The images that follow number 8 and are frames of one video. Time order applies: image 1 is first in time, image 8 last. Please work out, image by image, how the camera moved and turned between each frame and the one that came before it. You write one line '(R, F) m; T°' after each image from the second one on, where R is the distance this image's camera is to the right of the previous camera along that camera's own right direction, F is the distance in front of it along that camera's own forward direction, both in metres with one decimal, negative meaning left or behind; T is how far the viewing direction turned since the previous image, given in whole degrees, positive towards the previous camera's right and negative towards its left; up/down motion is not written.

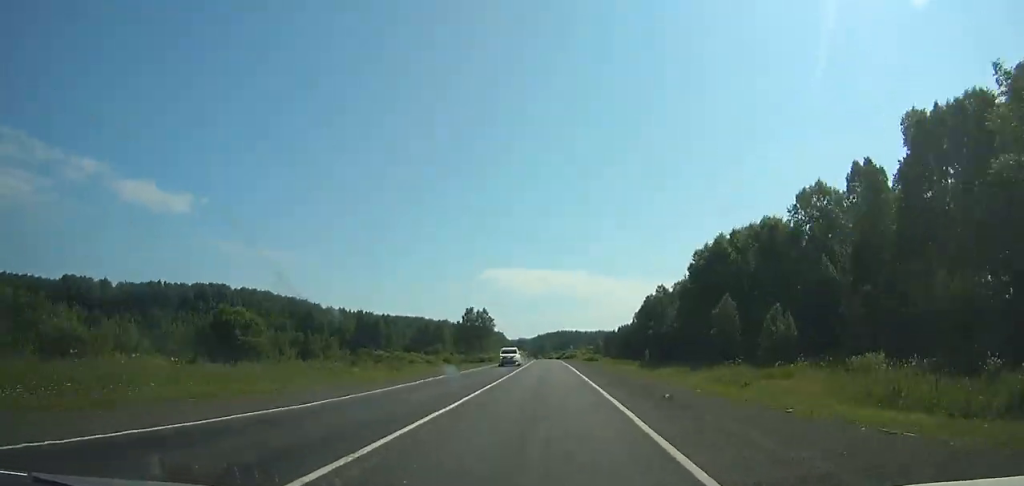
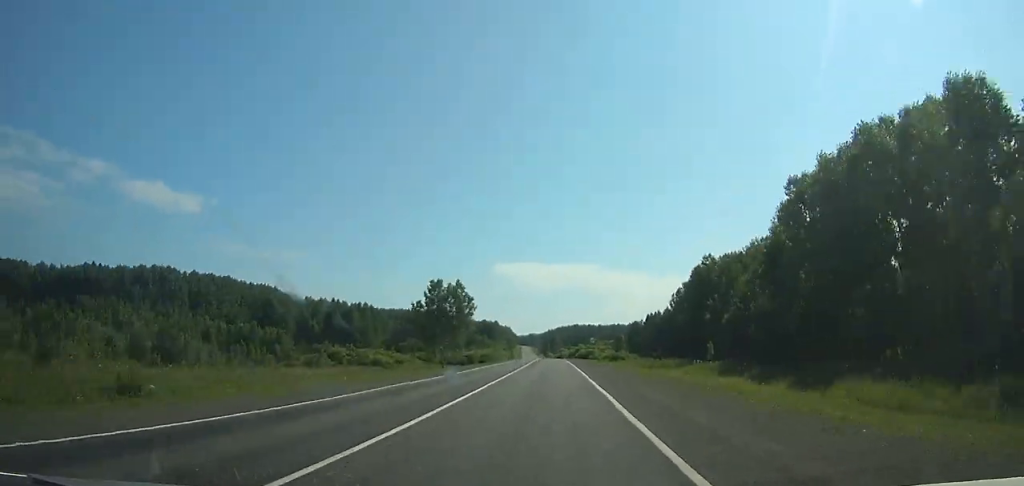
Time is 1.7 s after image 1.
(-0.1, +47.0) m; -1°
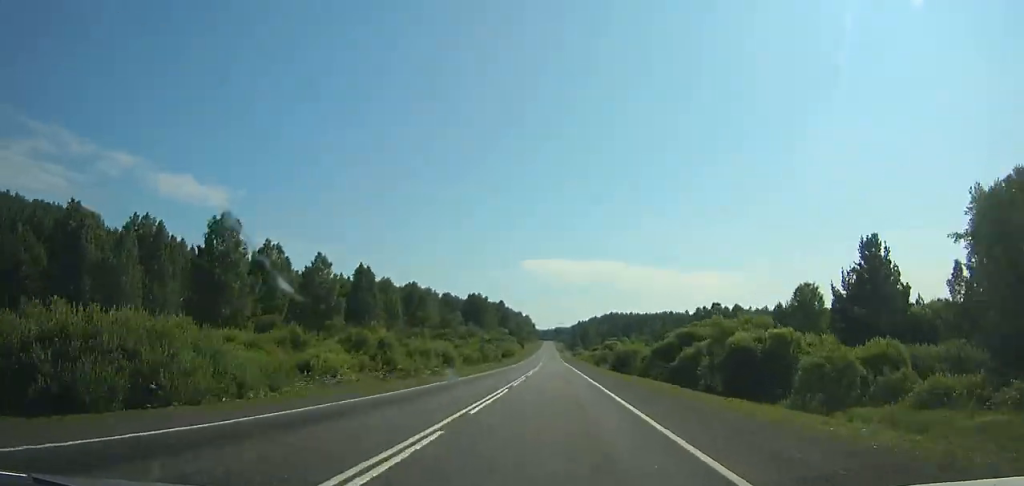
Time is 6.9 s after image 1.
(-4.6, +142.2) m; -3°
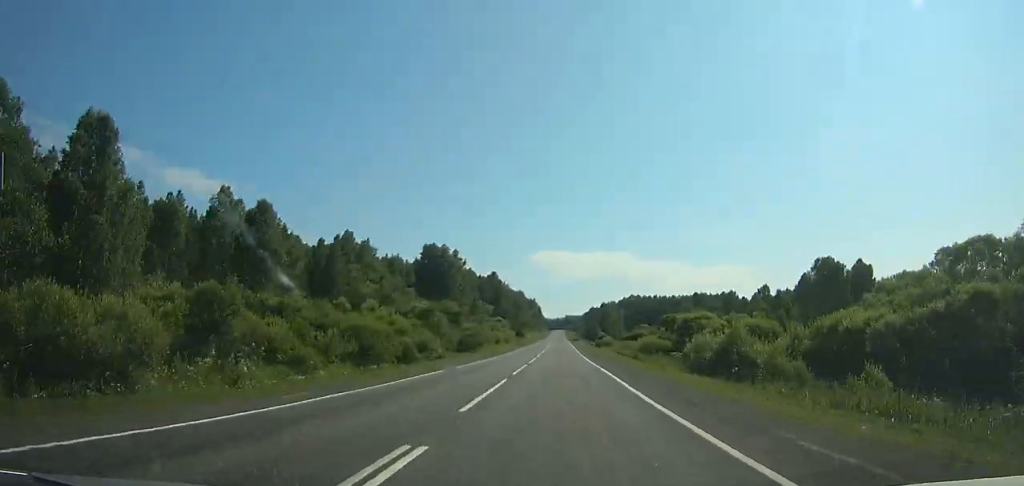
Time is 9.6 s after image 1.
(-0.6, +74.5) m; -1°
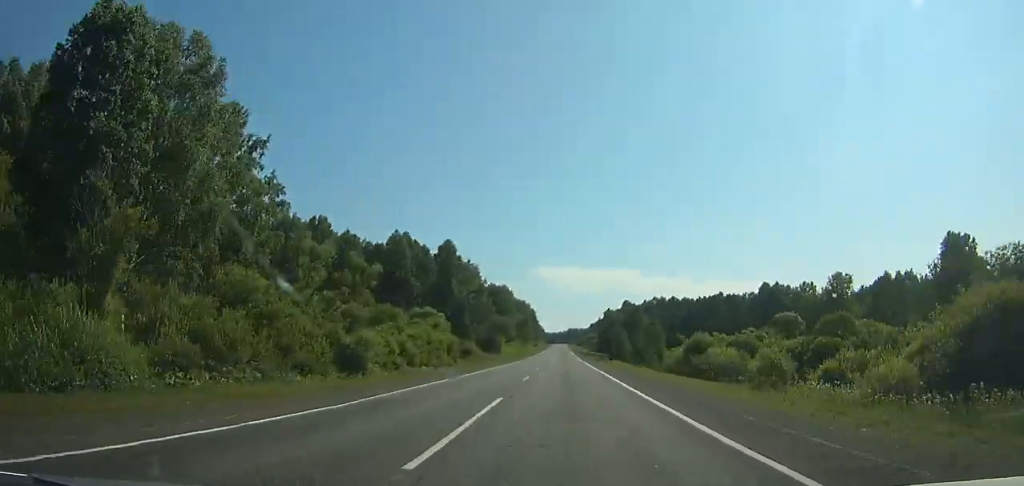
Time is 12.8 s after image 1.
(-0.4, +89.4) m; 0°
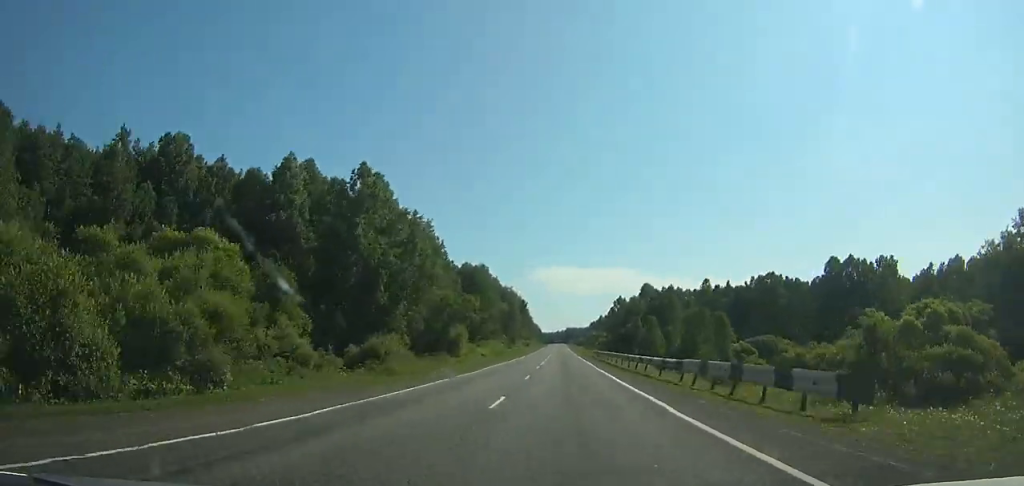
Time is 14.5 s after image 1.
(0.0, +48.3) m; 0°
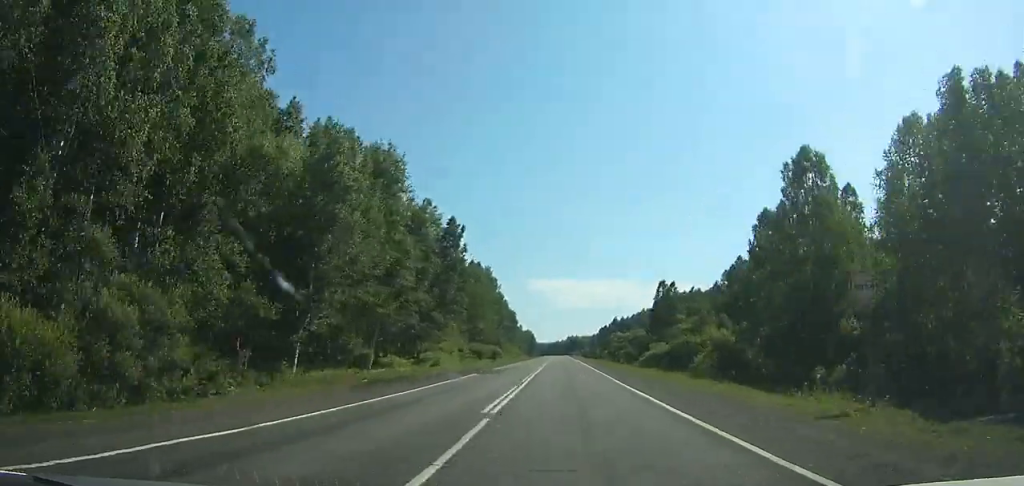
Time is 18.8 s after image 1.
(+0.2, +122.8) m; 0°
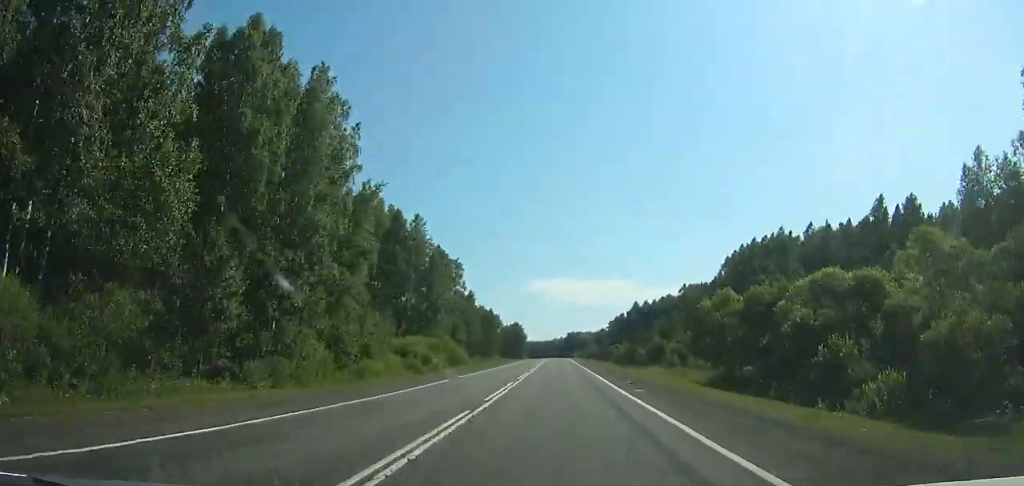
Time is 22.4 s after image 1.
(+0.3, +102.7) m; 0°
